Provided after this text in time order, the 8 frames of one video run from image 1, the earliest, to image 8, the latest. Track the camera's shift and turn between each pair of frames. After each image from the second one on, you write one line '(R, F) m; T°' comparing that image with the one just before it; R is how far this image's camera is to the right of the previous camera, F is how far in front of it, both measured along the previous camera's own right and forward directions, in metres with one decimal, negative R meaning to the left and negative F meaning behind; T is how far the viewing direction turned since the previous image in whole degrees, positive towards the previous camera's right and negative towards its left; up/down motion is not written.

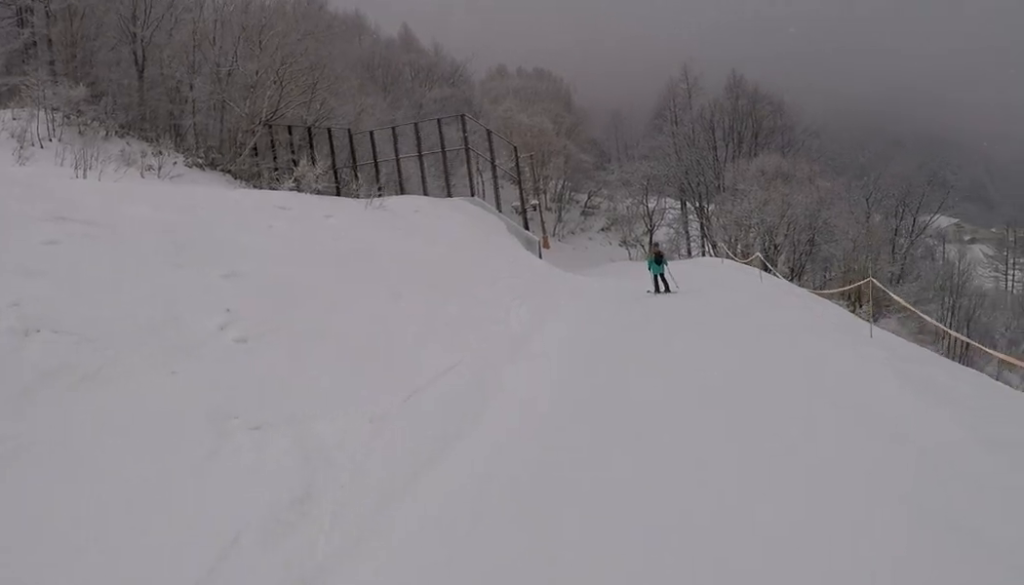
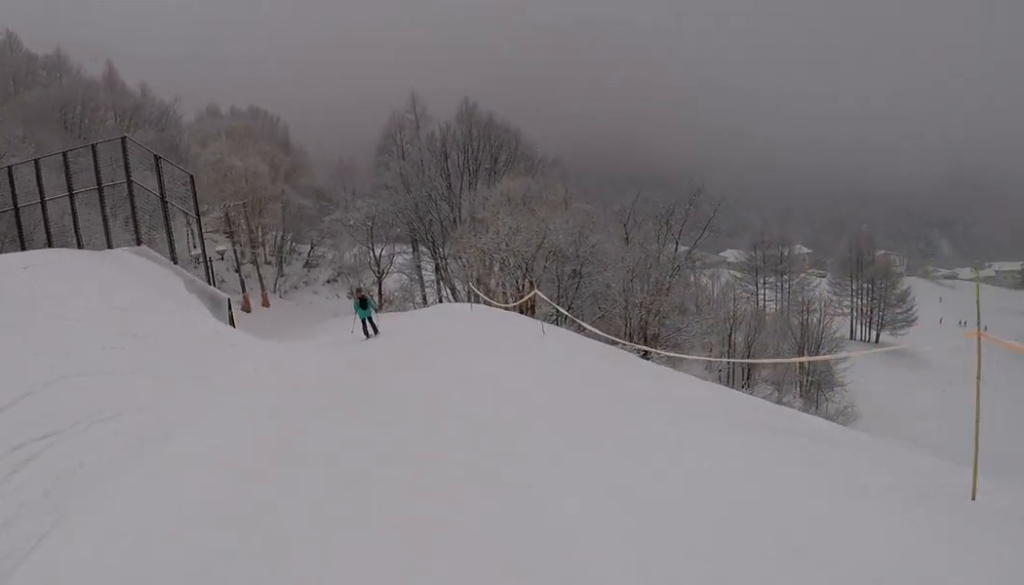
(+1.4, +8.6) m; +4°
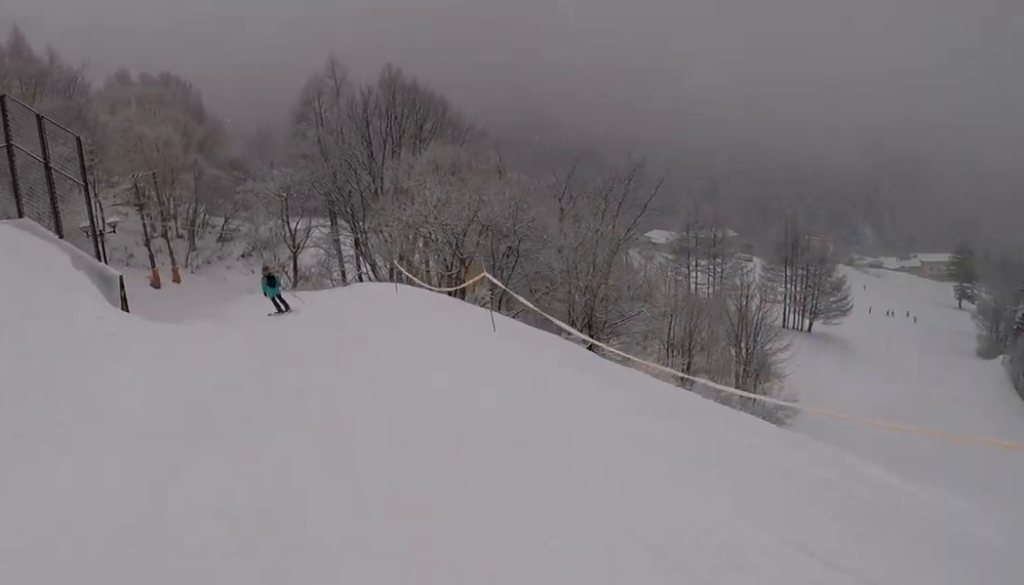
(-0.4, +3.3) m; -5°
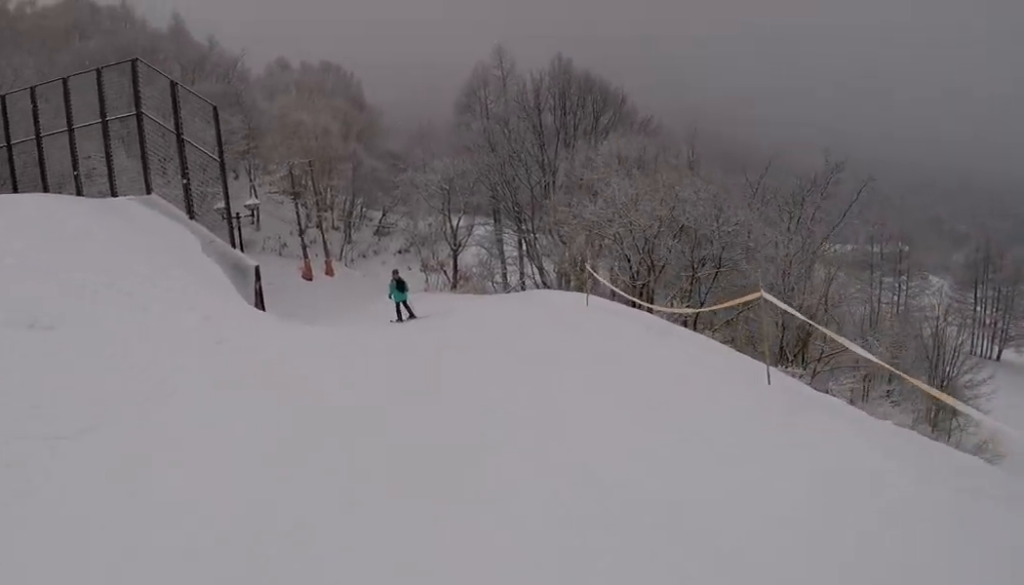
(-0.1, +4.1) m; -1°
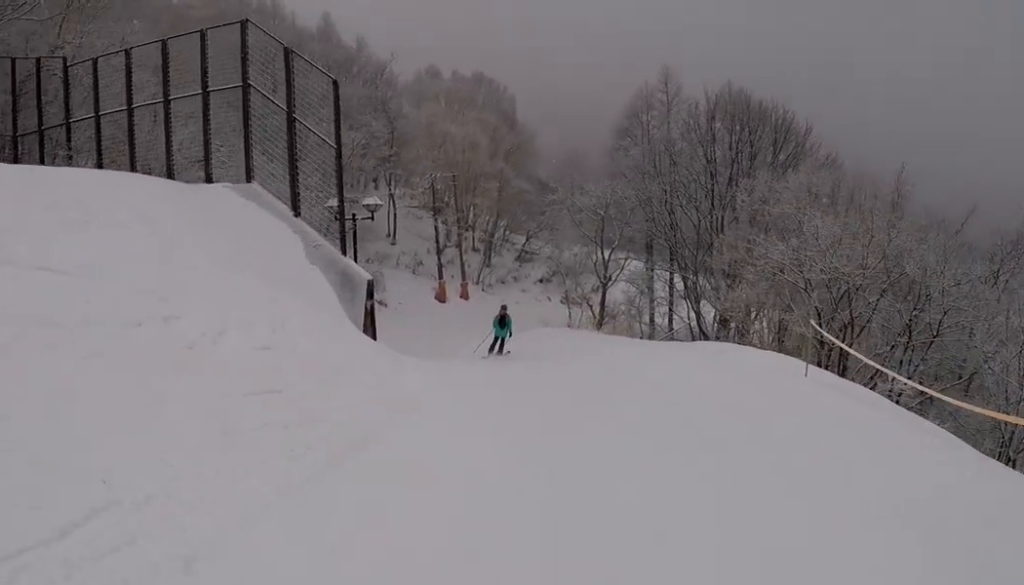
(0.0, +4.7) m; 0°
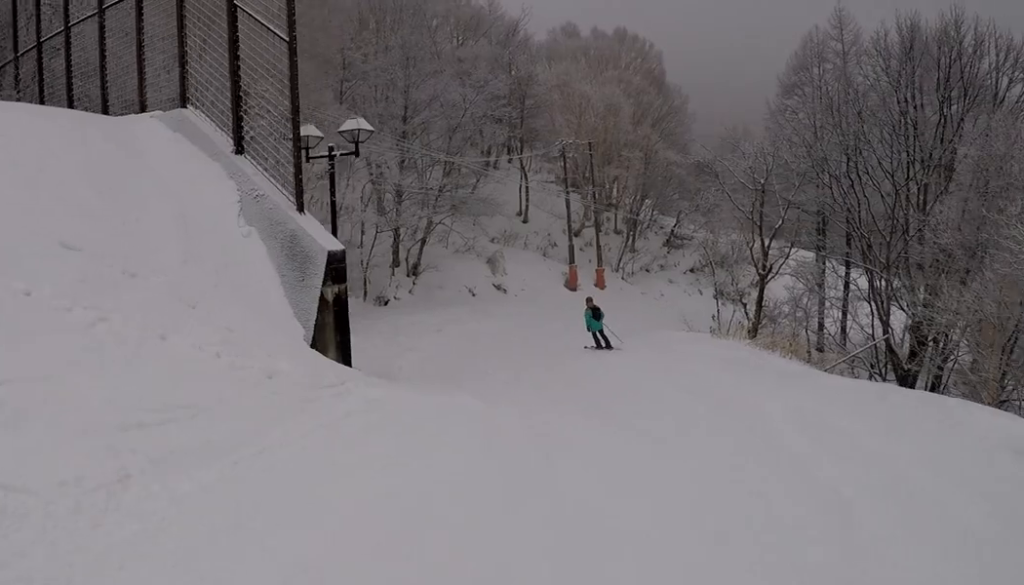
(0.0, +8.6) m; -4°
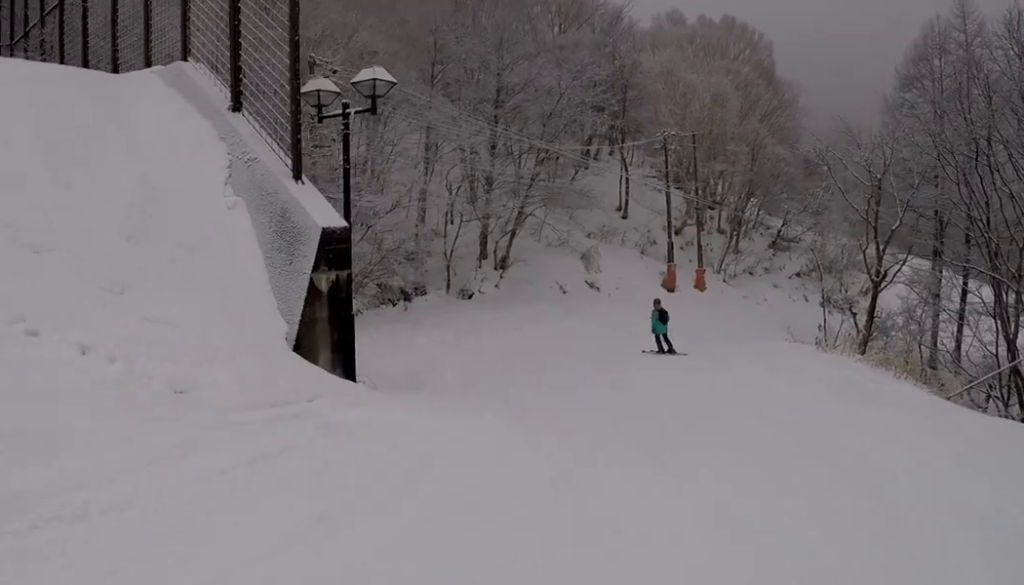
(+0.2, +2.9) m; -4°
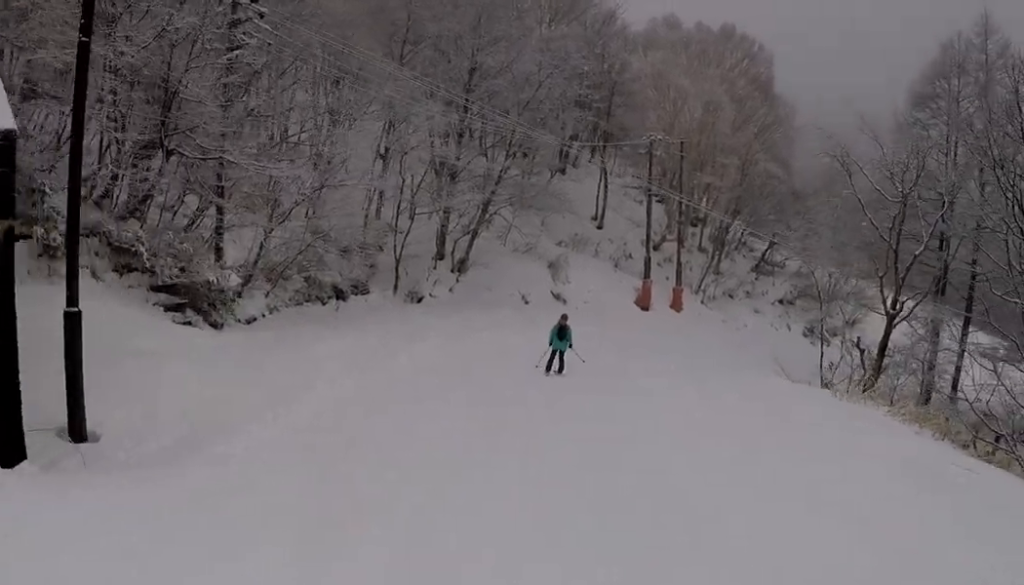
(-0.7, +5.6) m; -1°
